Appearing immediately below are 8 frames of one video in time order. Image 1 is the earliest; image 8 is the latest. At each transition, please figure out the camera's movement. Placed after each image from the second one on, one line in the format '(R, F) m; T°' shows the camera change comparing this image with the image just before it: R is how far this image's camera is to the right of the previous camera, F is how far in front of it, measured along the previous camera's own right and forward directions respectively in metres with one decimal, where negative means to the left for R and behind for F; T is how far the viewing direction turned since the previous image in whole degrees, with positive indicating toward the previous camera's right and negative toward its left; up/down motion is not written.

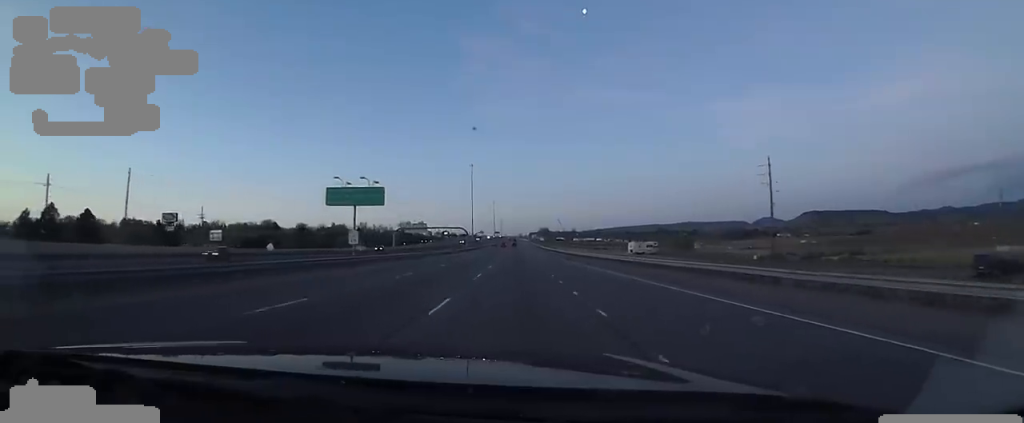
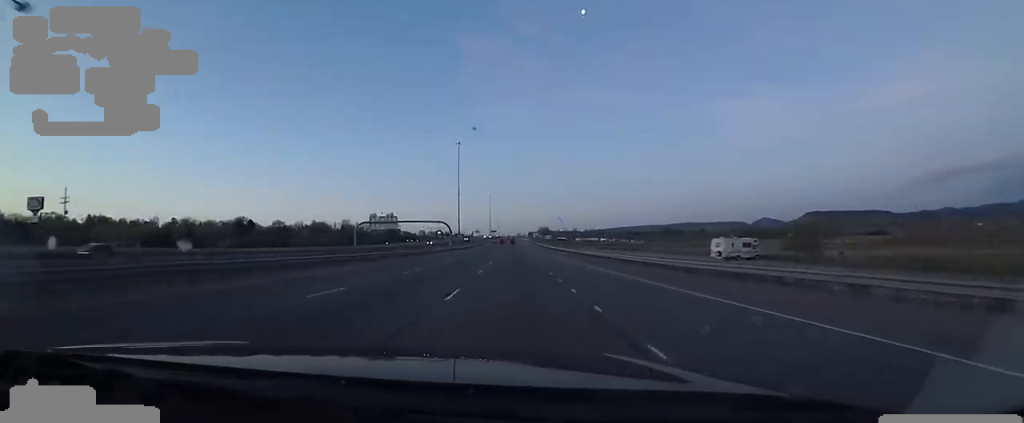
(+0.8, +44.8) m; +2°
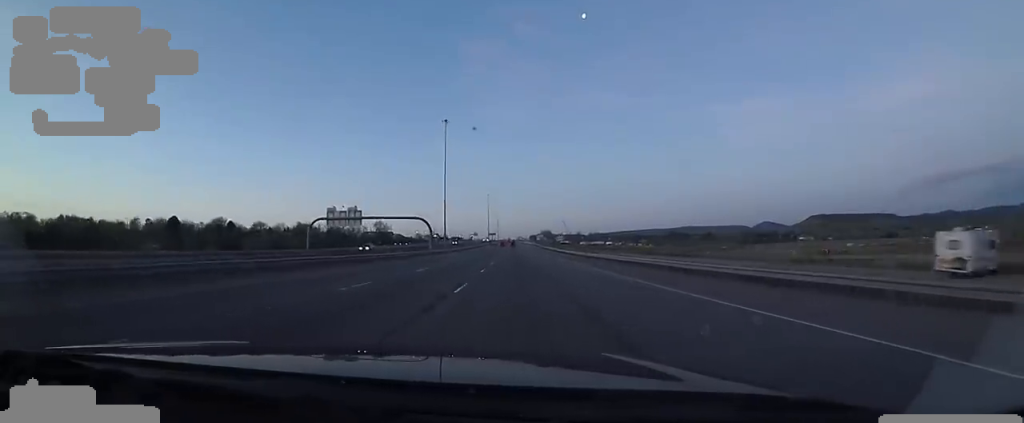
(0.0, +34.3) m; 0°
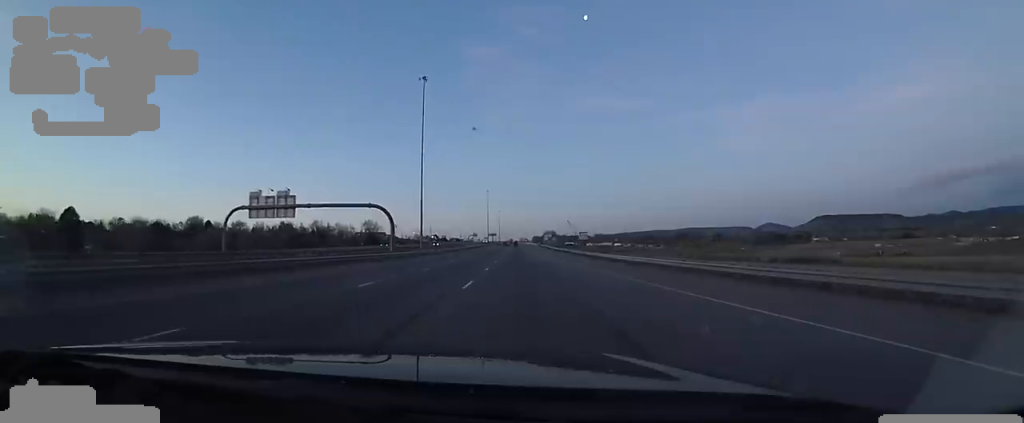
(0.0, +35.5) m; 0°
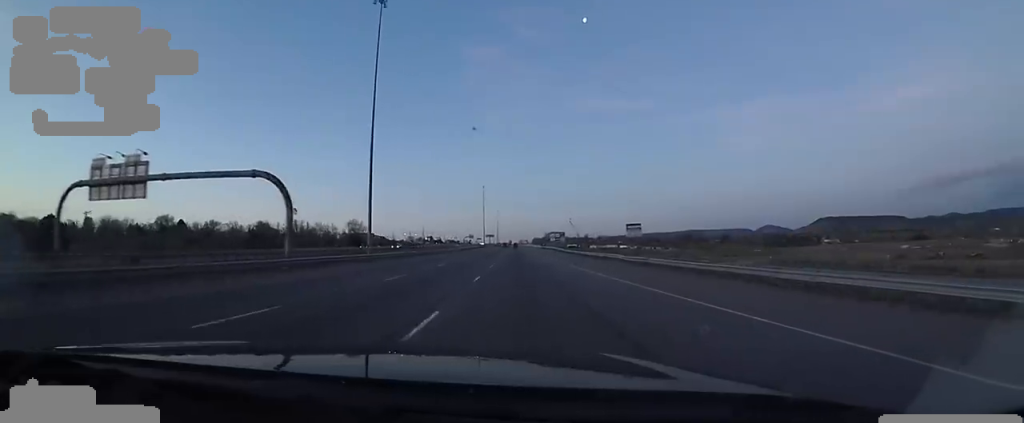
(0.0, +33.8) m; 0°
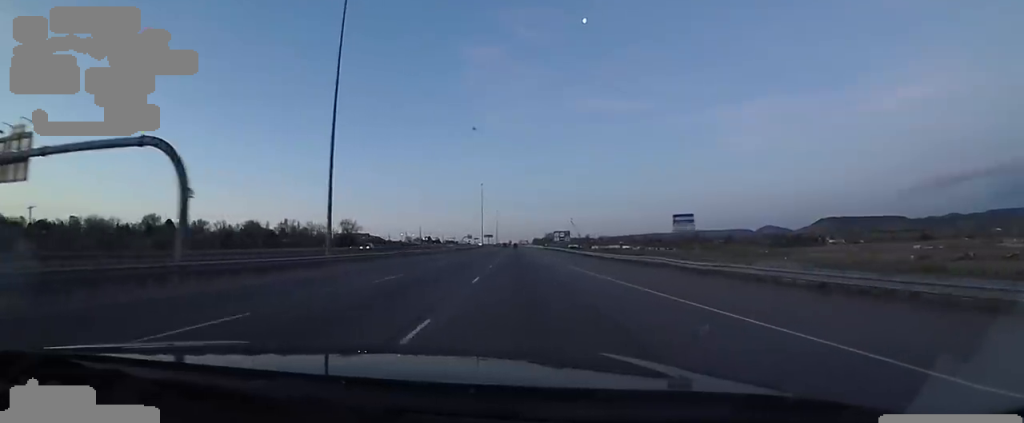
(0.0, +13.8) m; 0°
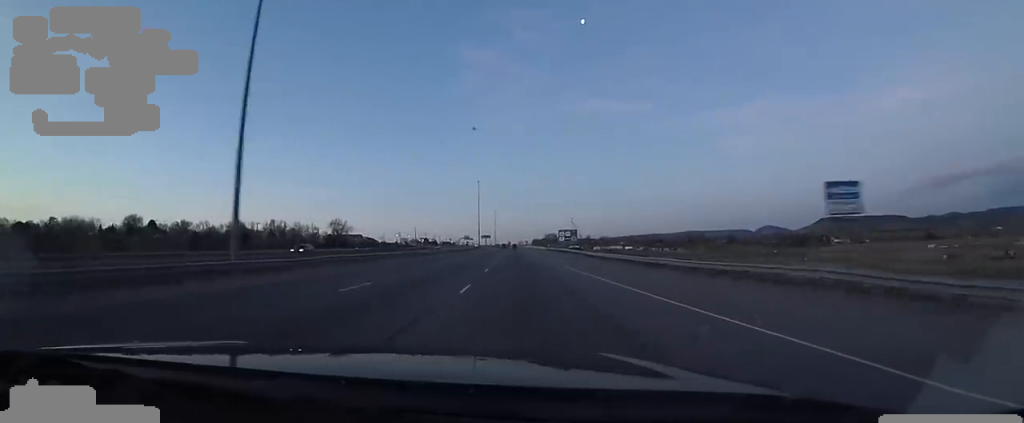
(0.0, +16.9) m; 0°
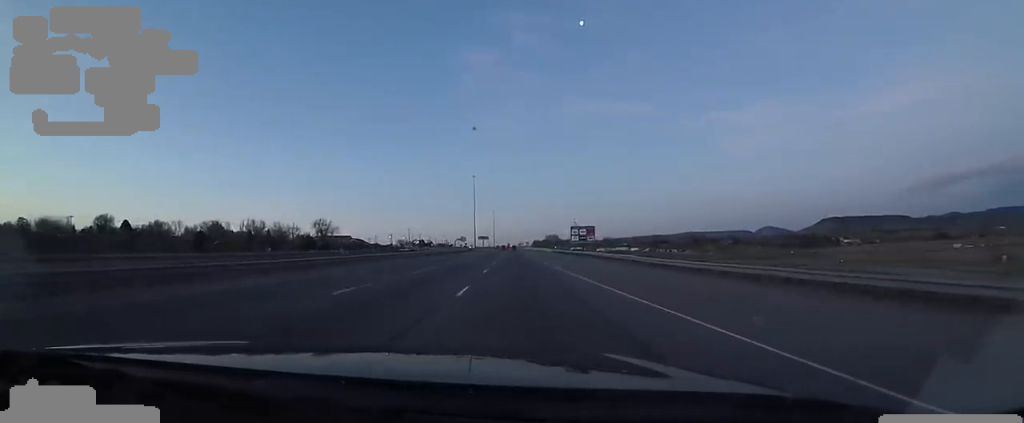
(0.0, +25.2) m; 0°
